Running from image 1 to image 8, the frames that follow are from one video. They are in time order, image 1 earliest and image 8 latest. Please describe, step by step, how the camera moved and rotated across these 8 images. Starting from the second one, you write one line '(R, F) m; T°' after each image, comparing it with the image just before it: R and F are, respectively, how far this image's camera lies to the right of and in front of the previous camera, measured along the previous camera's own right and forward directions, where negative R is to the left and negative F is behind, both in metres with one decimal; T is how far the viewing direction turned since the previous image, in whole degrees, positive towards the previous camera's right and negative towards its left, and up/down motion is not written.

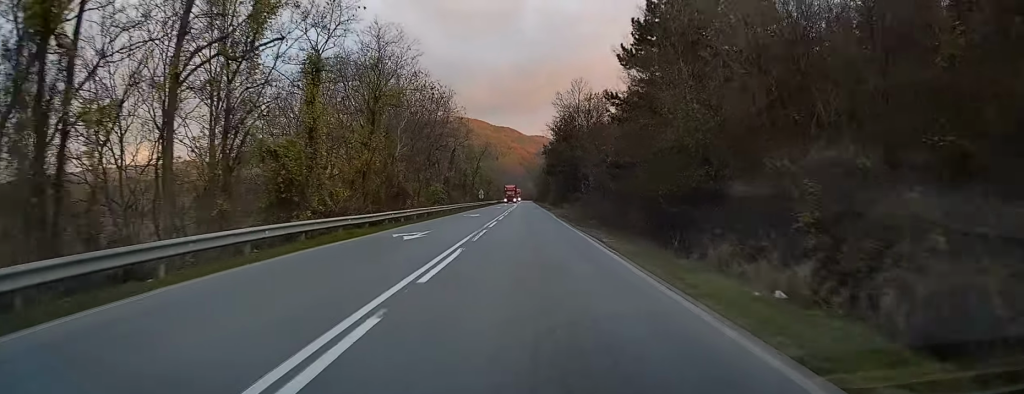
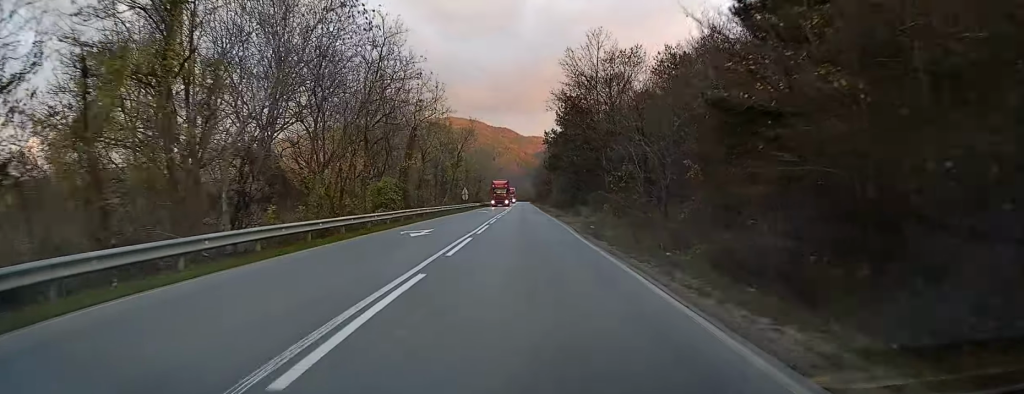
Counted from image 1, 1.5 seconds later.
(-0.1, +23.1) m; 0°
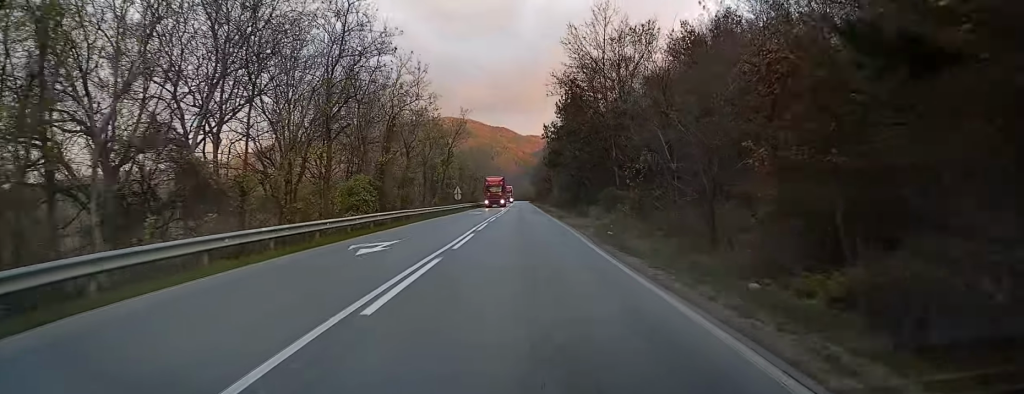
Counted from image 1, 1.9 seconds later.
(0.0, +6.9) m; 0°
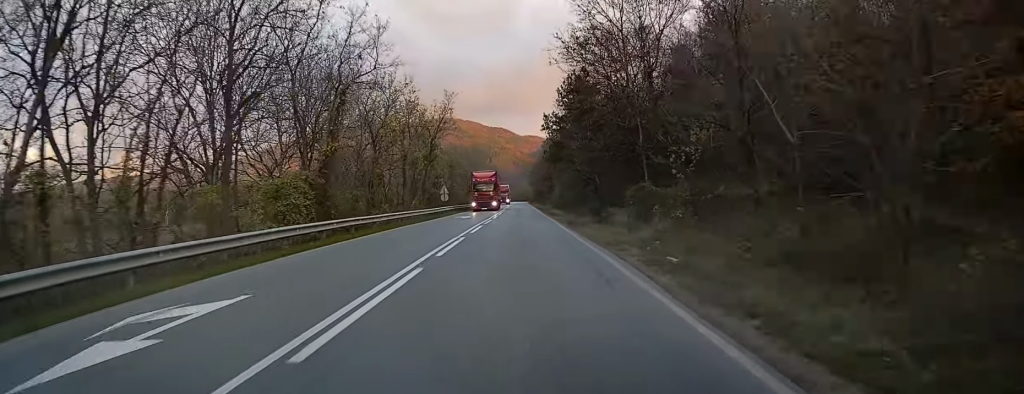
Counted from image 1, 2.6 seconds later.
(+0.1, +10.8) m; 0°
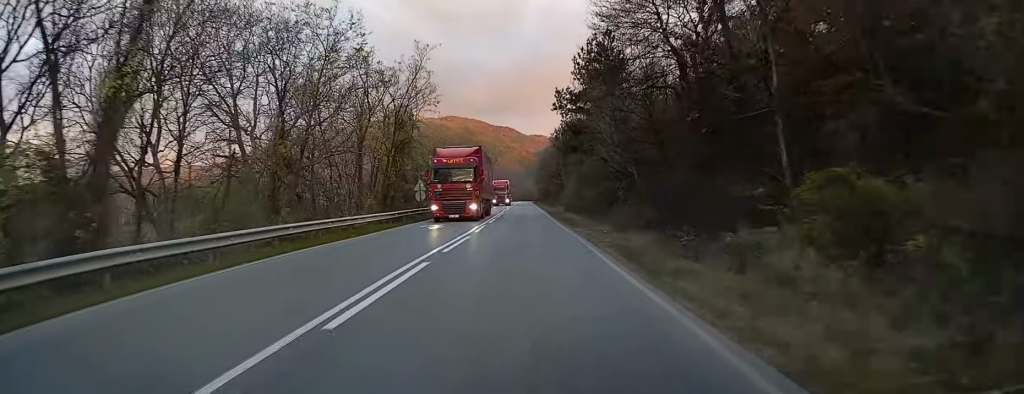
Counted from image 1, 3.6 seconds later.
(-0.2, +16.9) m; -1°
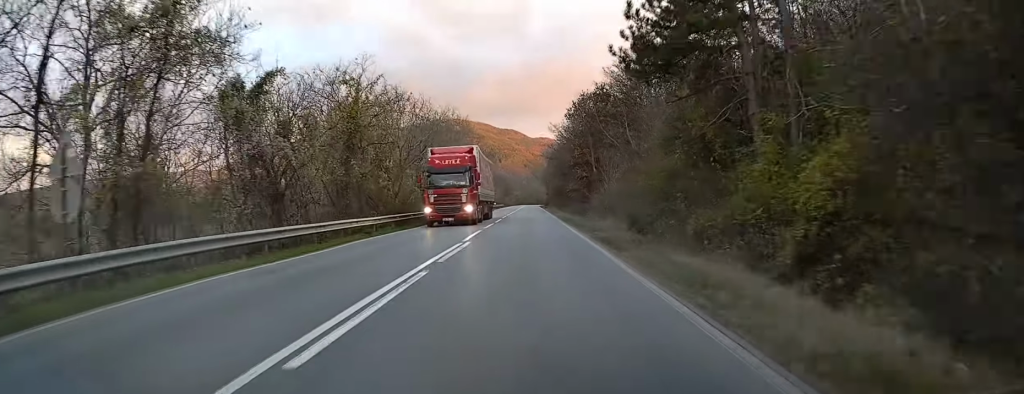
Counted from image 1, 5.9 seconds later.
(+0.5, +37.5) m; 0°
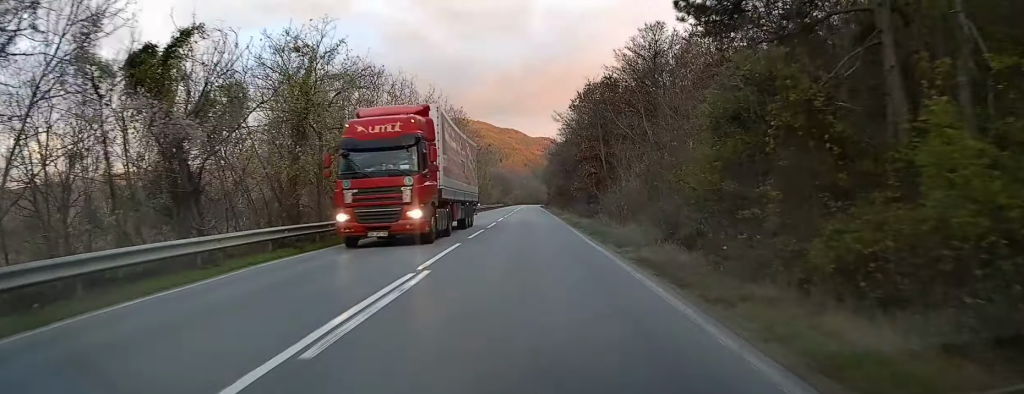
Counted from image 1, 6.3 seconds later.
(-0.2, +7.9) m; 0°
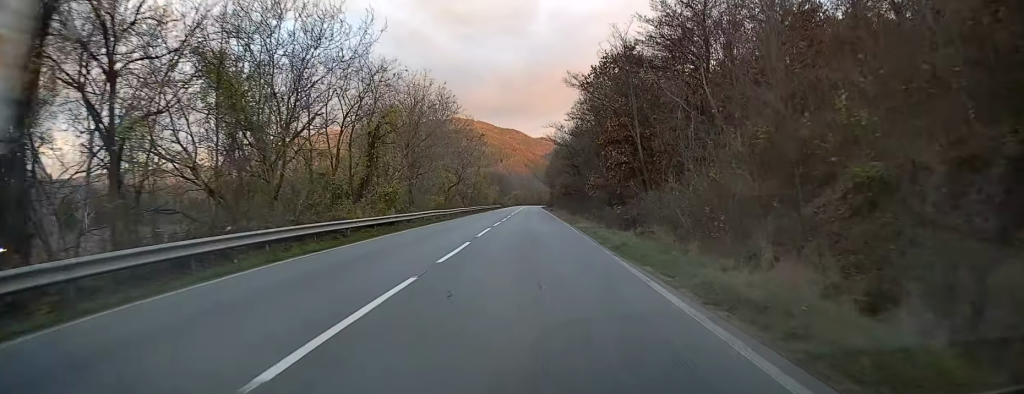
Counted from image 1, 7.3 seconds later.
(-0.1, +16.6) m; 0°
